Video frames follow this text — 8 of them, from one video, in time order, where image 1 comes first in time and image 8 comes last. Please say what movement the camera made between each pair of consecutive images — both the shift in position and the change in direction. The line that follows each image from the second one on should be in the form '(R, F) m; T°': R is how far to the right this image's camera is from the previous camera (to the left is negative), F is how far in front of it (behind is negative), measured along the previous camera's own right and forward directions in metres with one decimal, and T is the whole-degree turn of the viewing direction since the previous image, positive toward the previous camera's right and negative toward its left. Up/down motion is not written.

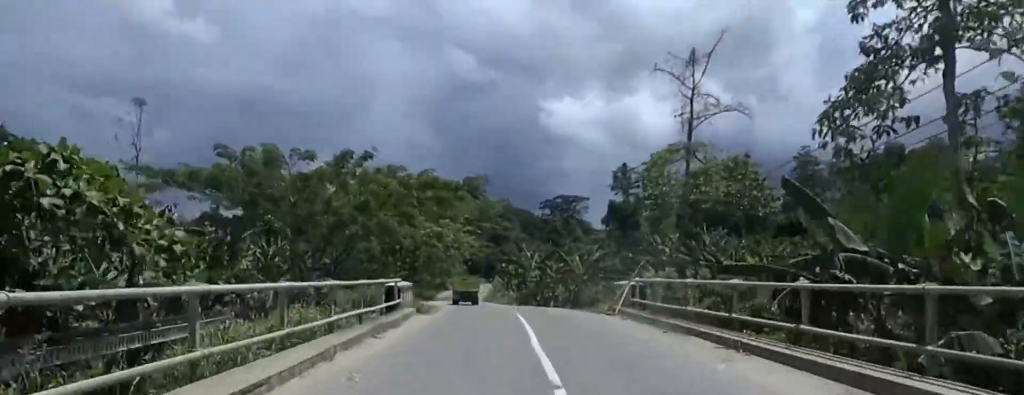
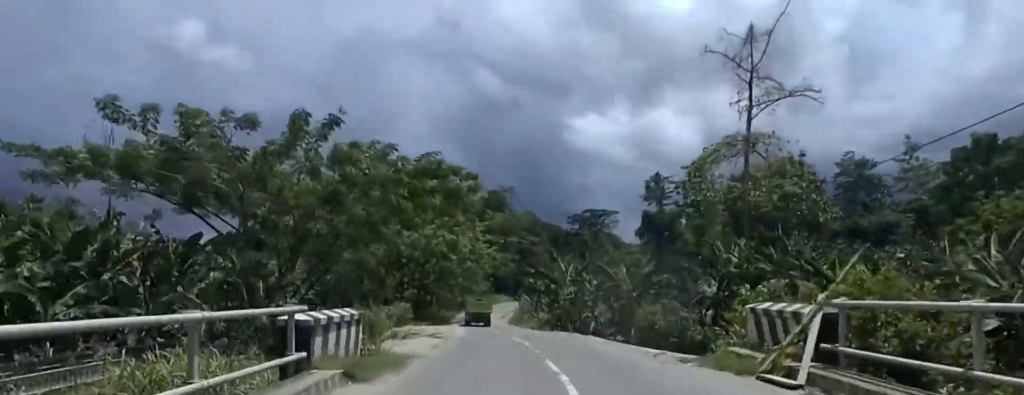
(-0.5, +10.7) m; -3°
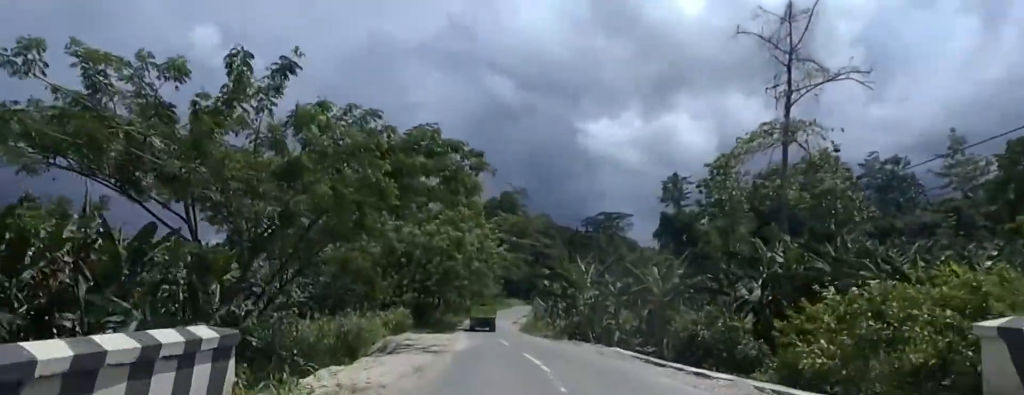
(-0.1, +5.9) m; -1°
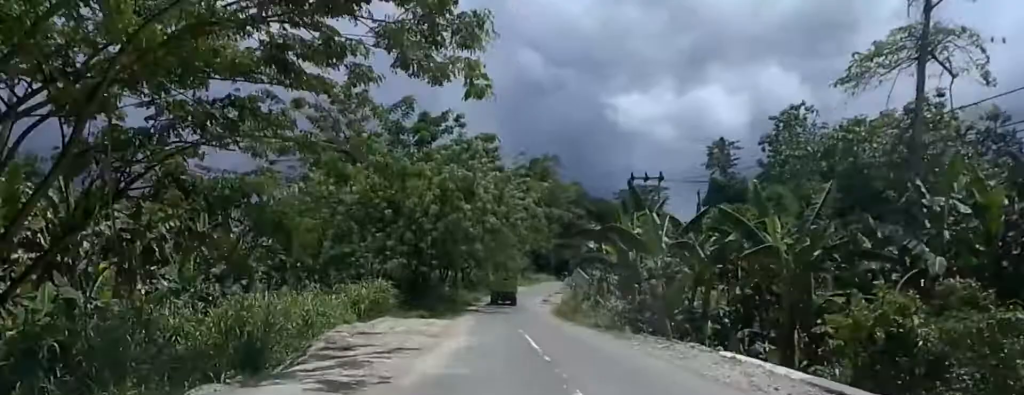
(0.0, +14.1) m; -1°
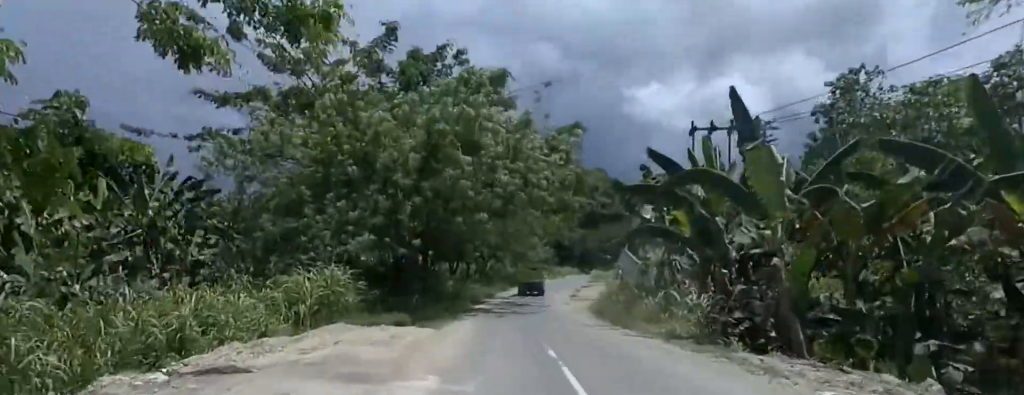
(-0.1, +9.6) m; -3°
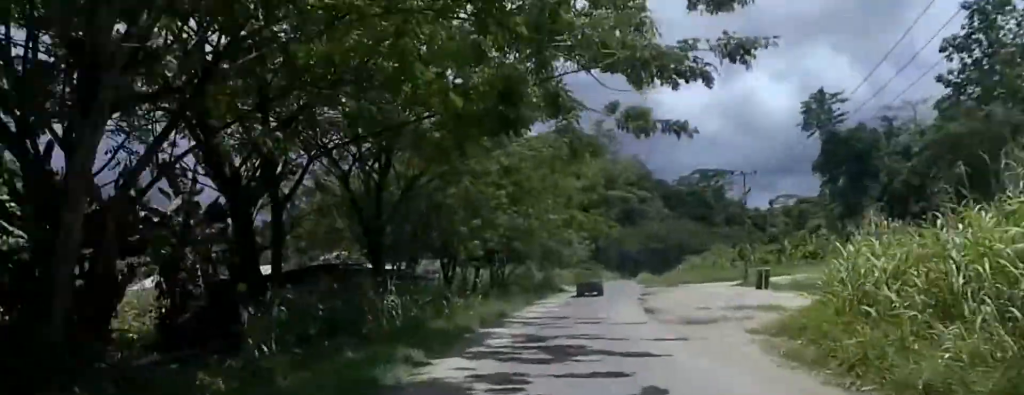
(-0.9, +20.4) m; 0°
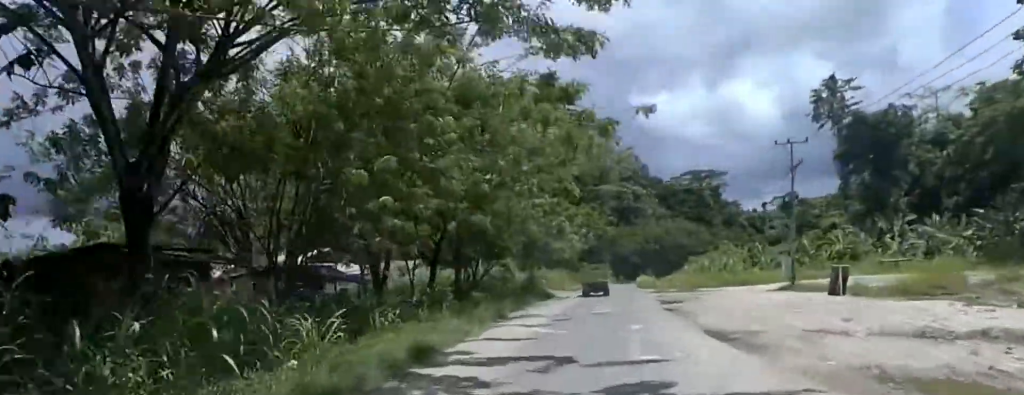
(+0.7, +12.9) m; +4°
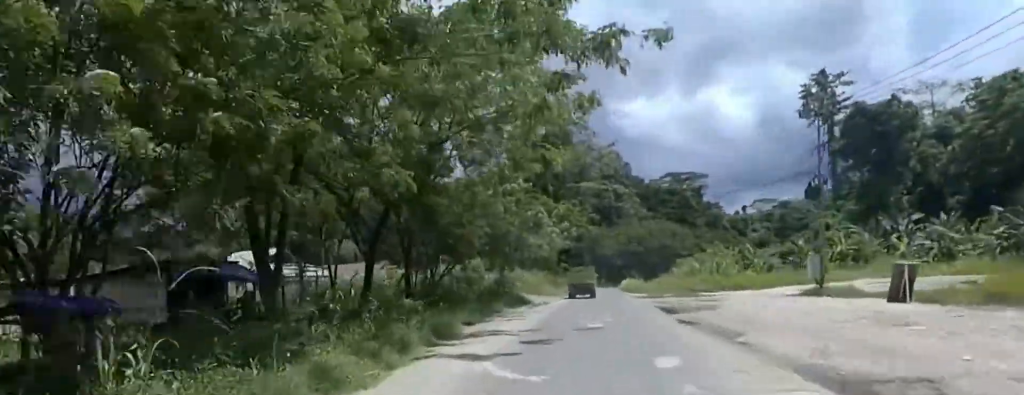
(0.0, +7.5) m; 0°
